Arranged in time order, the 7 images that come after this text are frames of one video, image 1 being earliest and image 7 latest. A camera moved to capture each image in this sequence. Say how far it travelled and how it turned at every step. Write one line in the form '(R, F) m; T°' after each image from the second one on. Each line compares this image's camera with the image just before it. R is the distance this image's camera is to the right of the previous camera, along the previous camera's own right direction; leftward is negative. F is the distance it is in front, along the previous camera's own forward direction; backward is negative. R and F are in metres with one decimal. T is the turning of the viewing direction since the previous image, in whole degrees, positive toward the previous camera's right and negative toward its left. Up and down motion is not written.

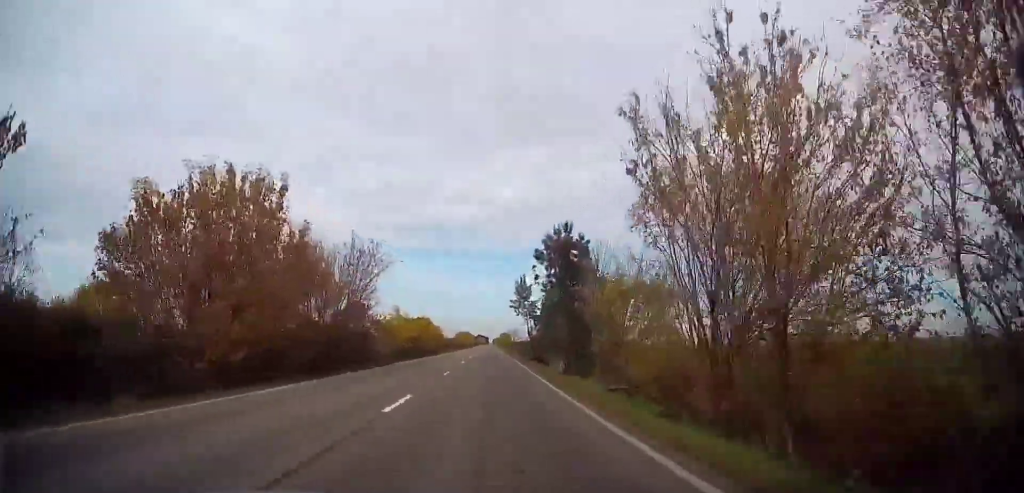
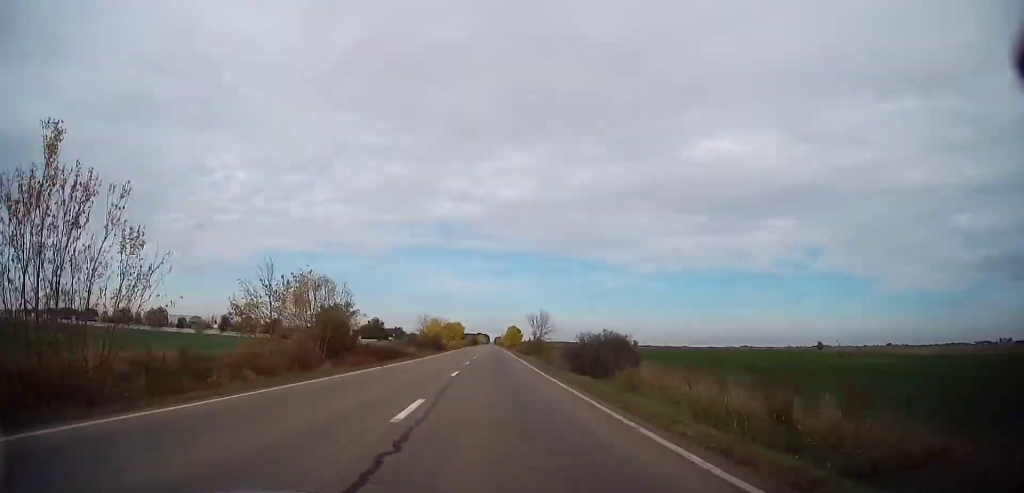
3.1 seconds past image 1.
(-0.6, +81.8) m; 0°
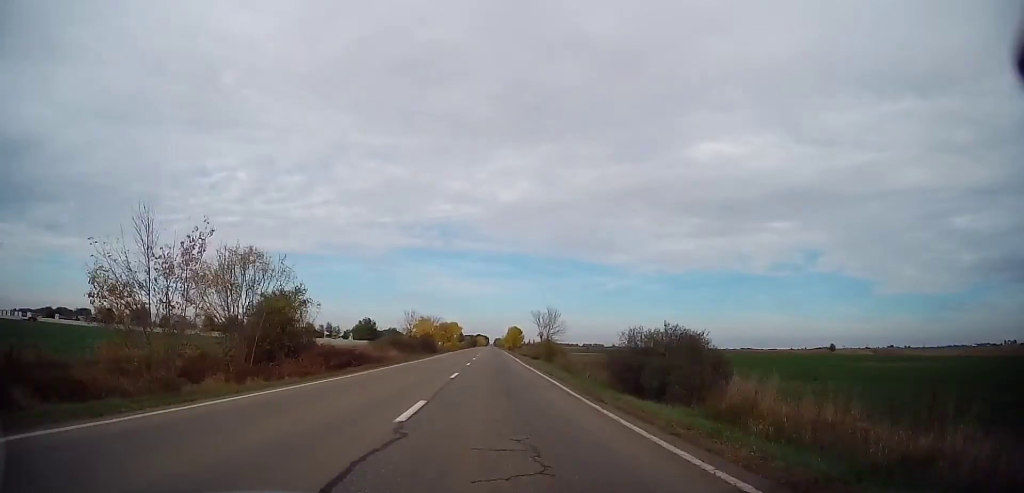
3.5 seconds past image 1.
(+0.1, +11.3) m; 0°
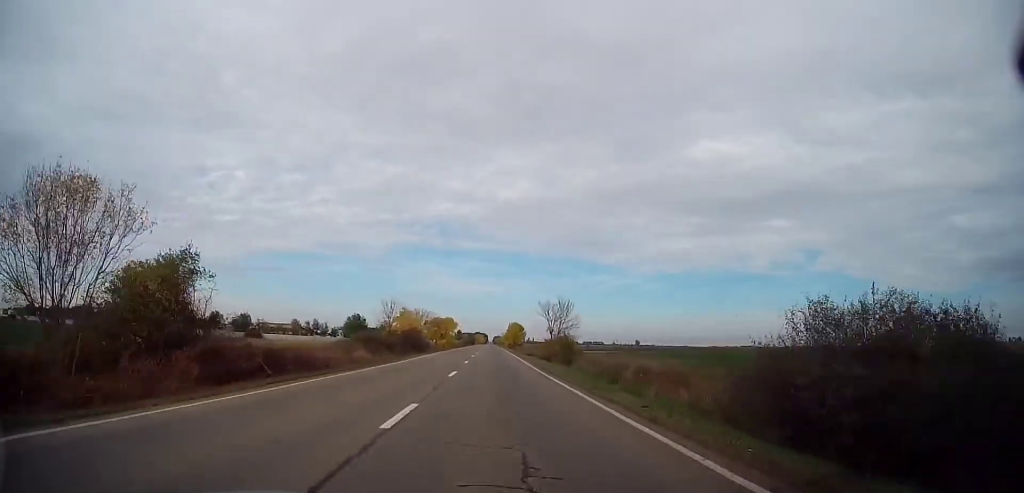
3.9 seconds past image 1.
(0.0, +12.2) m; 0°
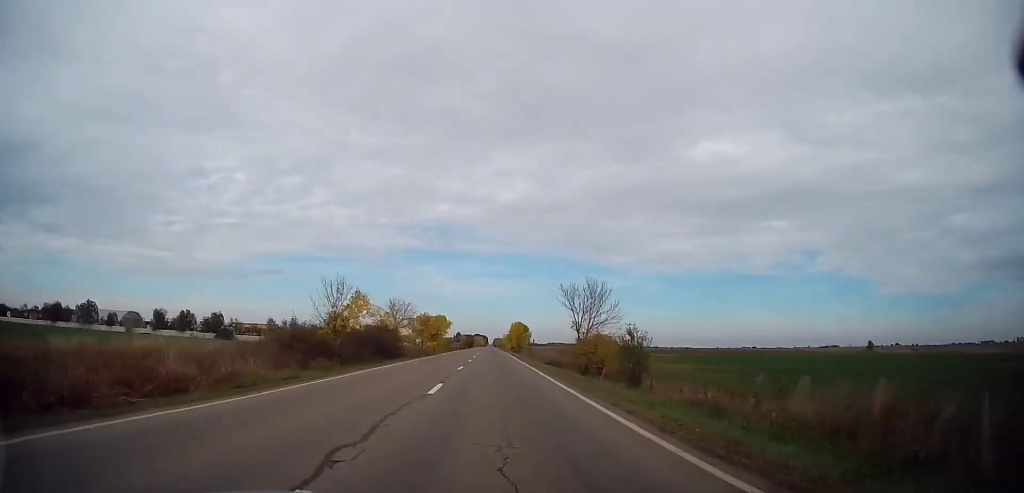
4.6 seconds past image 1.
(-0.1, +17.6) m; 0°
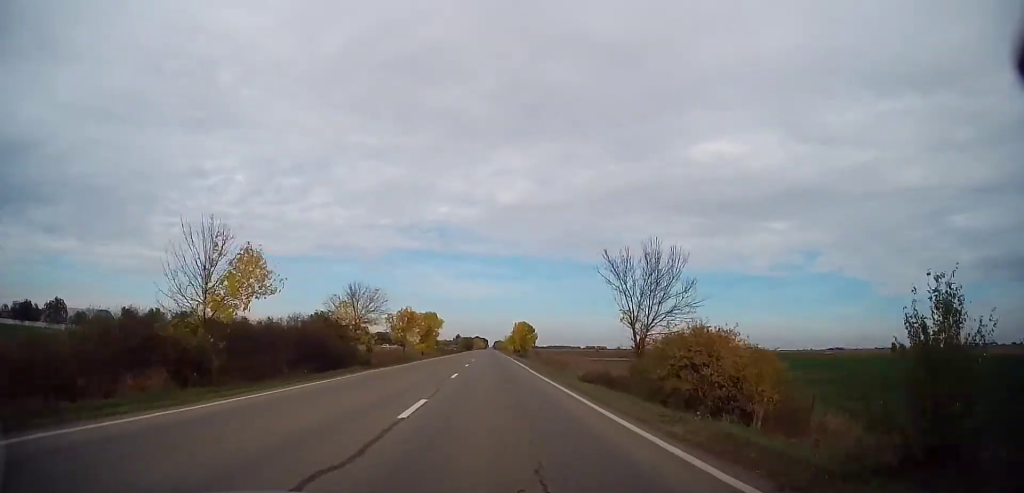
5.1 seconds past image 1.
(0.0, +15.4) m; 0°
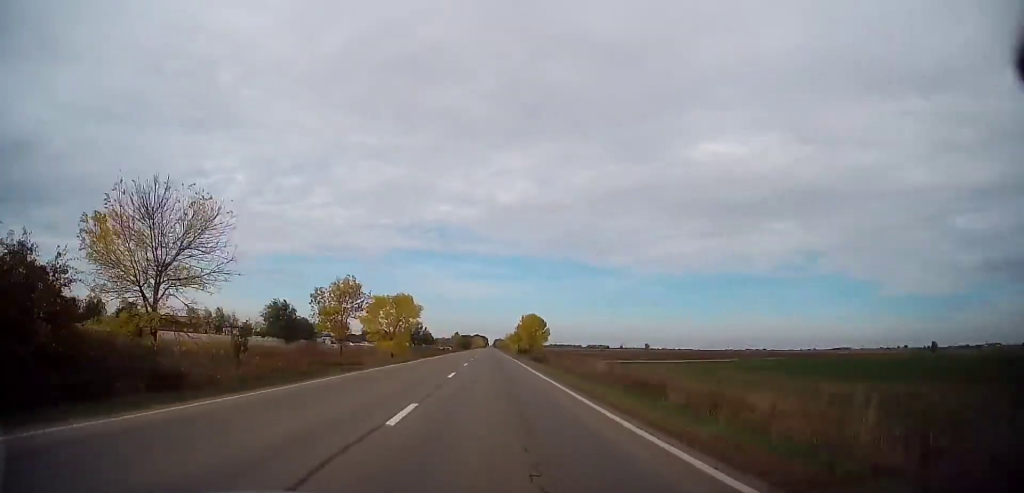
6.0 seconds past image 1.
(0.0, +23.7) m; 0°
